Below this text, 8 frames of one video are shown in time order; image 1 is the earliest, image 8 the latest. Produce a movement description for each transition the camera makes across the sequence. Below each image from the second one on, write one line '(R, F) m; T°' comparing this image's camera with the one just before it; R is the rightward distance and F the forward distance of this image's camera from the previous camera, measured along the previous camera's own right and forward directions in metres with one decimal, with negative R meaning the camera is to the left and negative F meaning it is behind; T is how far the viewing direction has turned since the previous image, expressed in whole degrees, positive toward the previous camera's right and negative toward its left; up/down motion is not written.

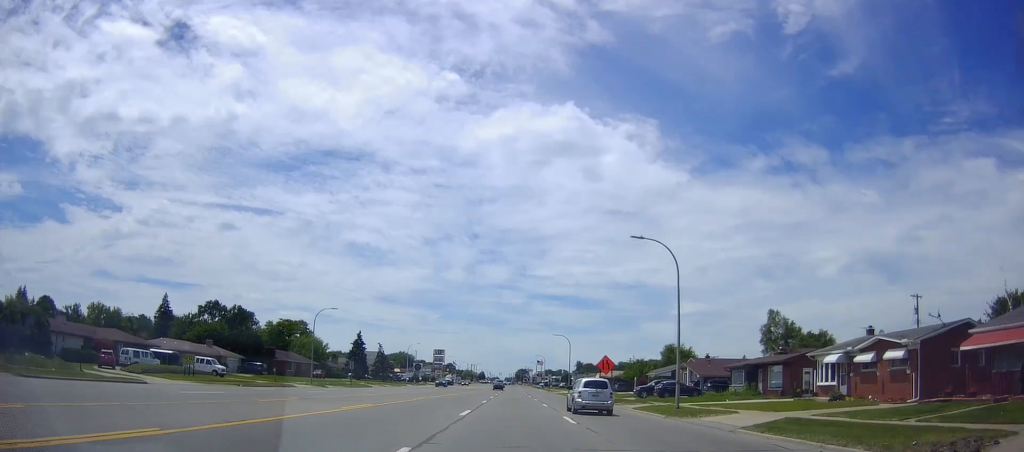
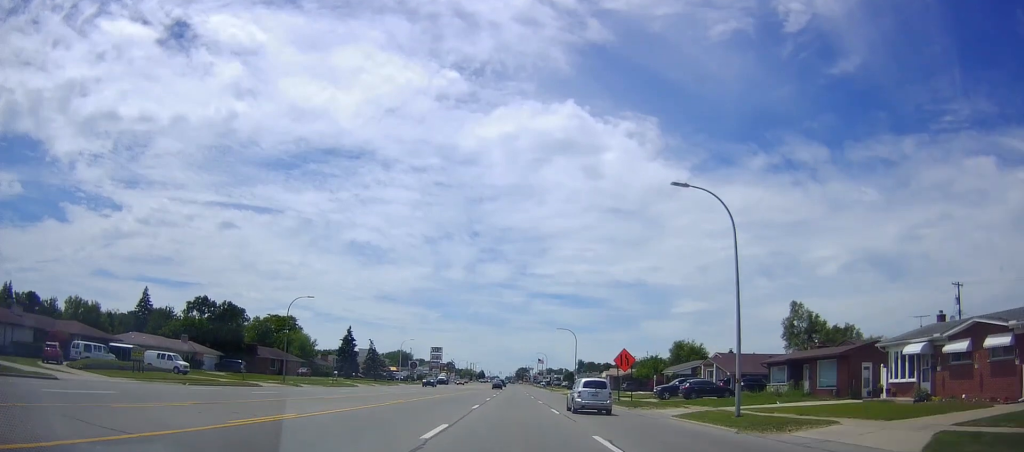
(-0.2, +8.4) m; 0°
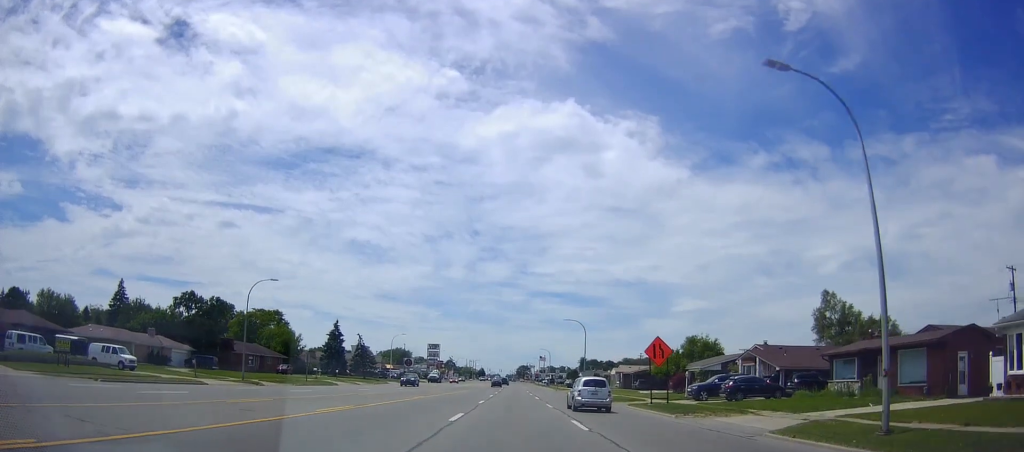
(+0.3, +9.7) m; +1°
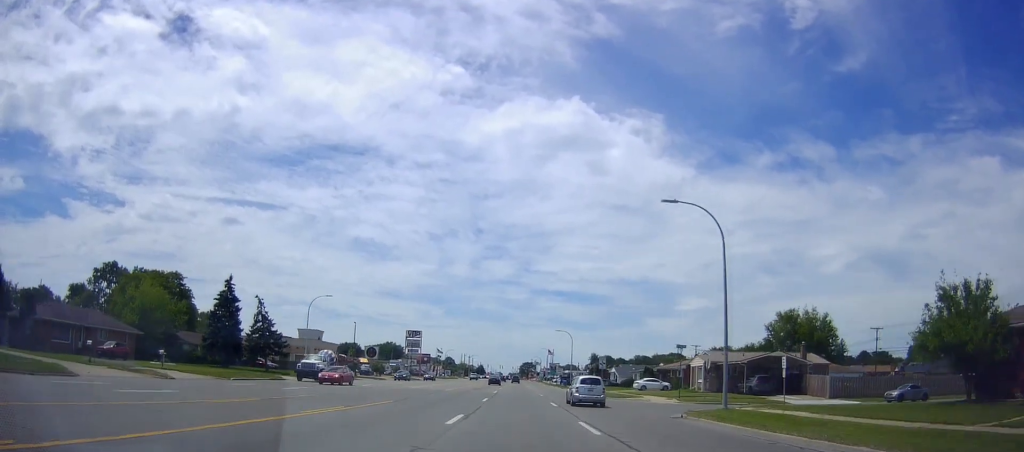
(+0.6, +47.4) m; +1°
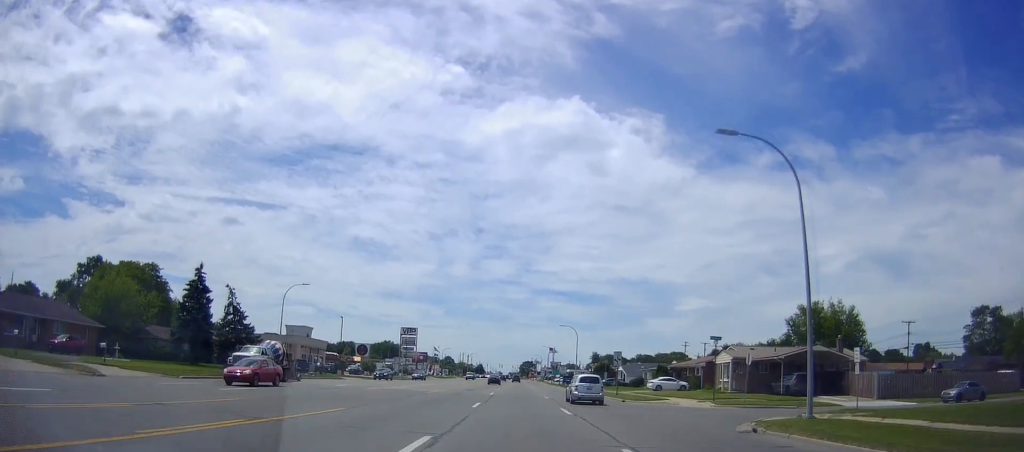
(0.0, +7.5) m; -1°
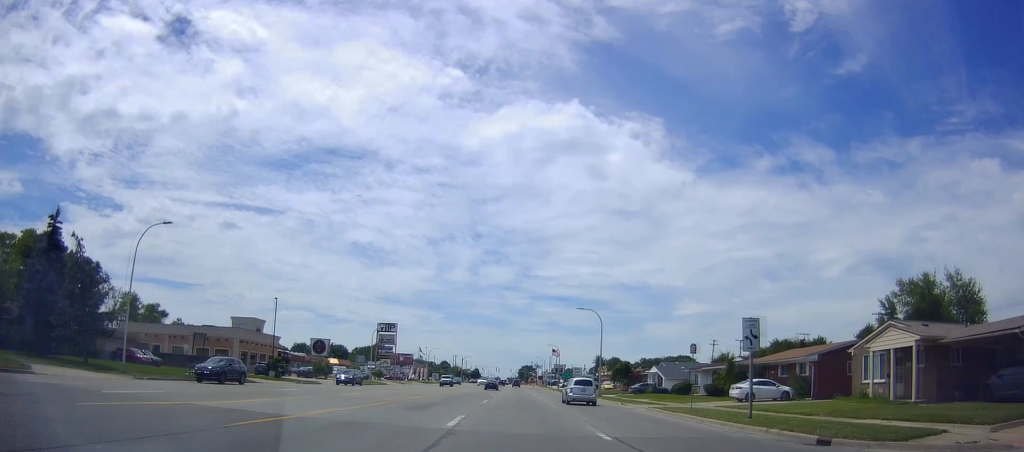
(-0.5, +25.3) m; -1°
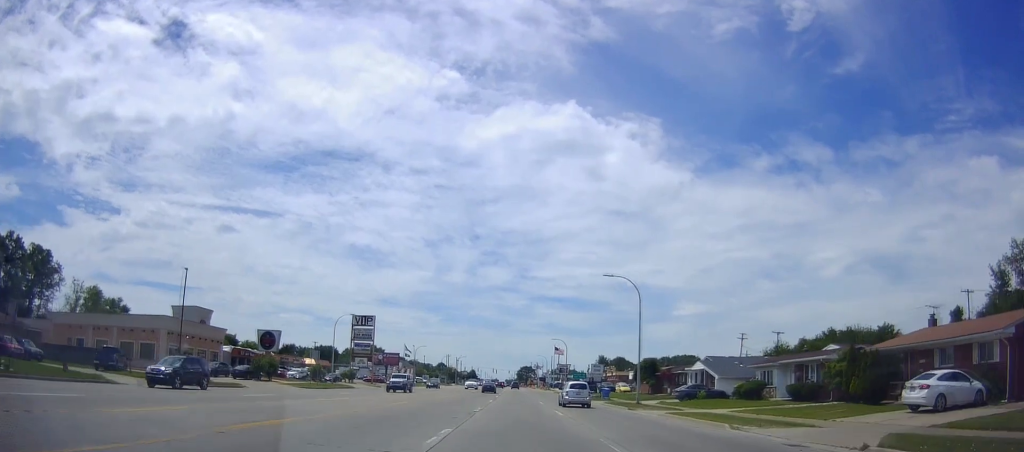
(+0.3, +19.4) m; +1°
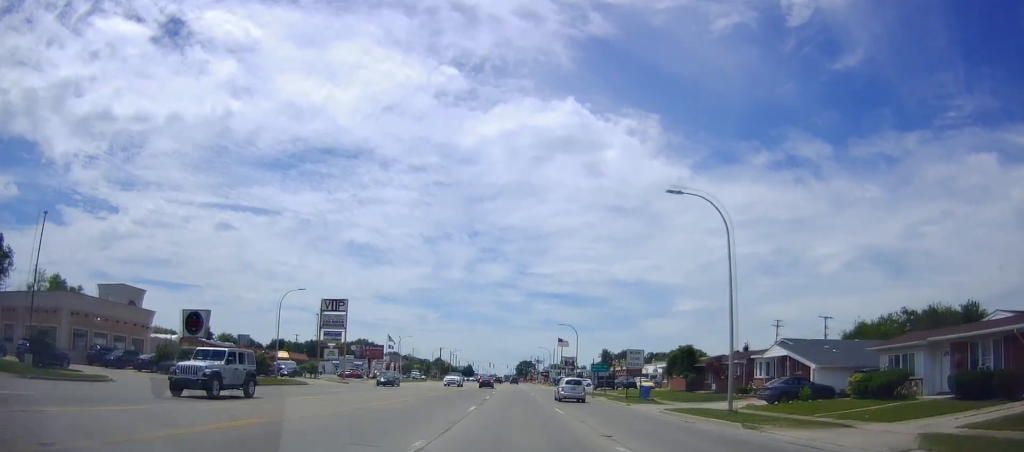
(+0.1, +18.0) m; 0°
